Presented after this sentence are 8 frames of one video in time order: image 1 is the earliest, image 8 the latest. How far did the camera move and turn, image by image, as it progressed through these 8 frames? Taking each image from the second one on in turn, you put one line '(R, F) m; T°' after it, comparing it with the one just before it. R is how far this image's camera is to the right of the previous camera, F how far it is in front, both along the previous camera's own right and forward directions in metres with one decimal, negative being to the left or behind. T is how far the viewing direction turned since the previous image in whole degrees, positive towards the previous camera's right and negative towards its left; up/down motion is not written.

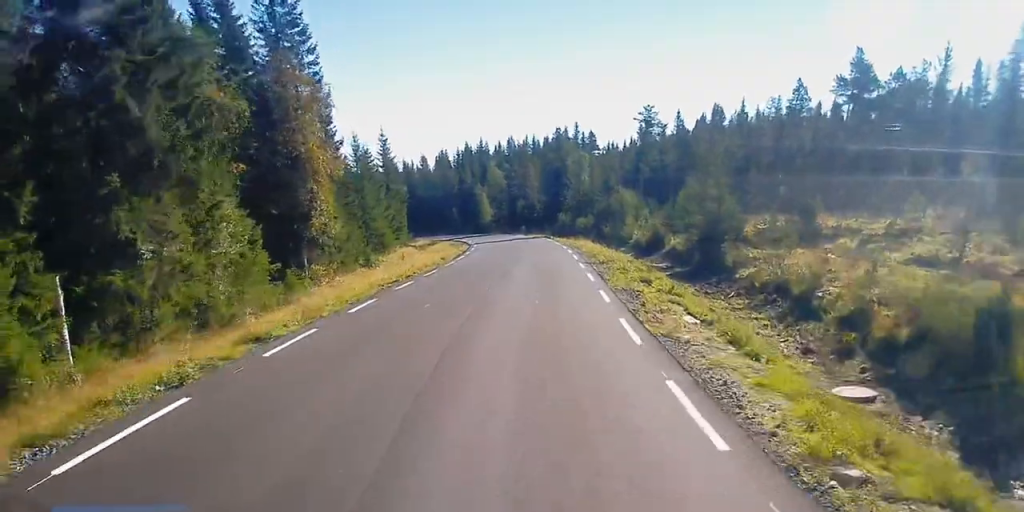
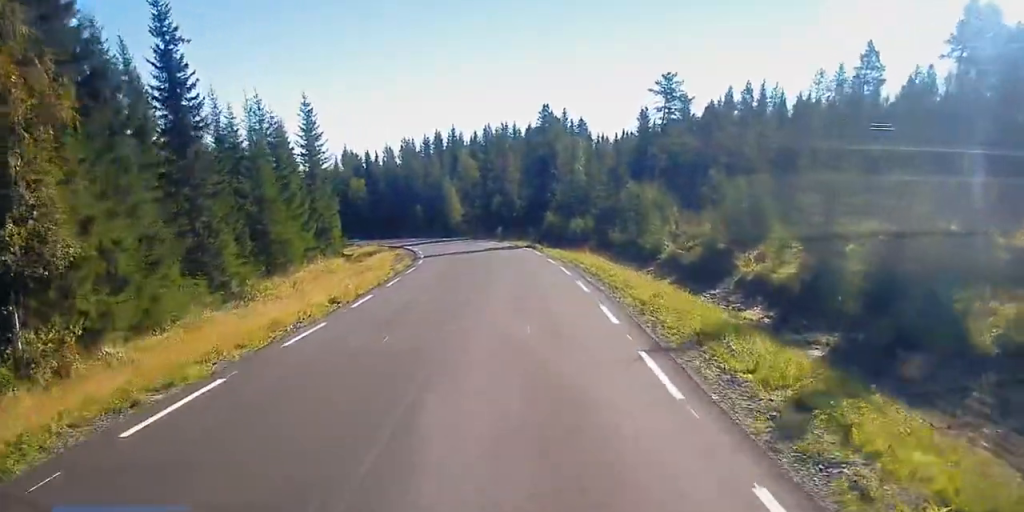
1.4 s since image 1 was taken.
(+0.1, +22.1) m; 0°
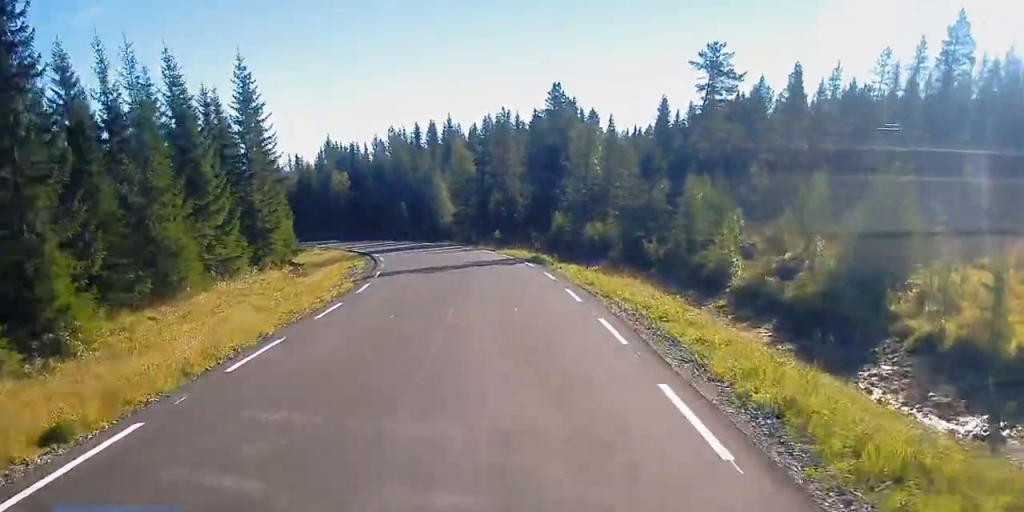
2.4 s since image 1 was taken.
(0.0, +14.2) m; 0°
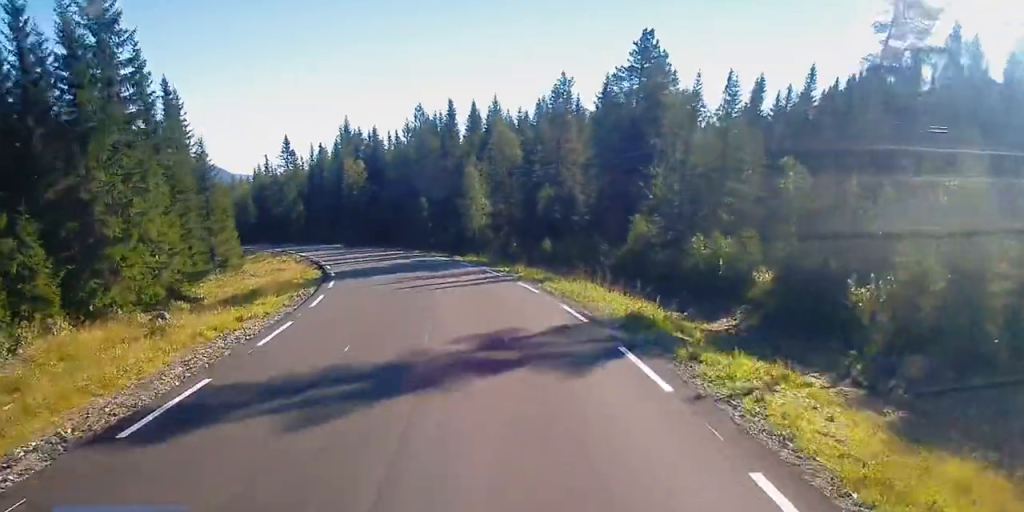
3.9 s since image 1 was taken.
(-0.4, +21.4) m; -5°
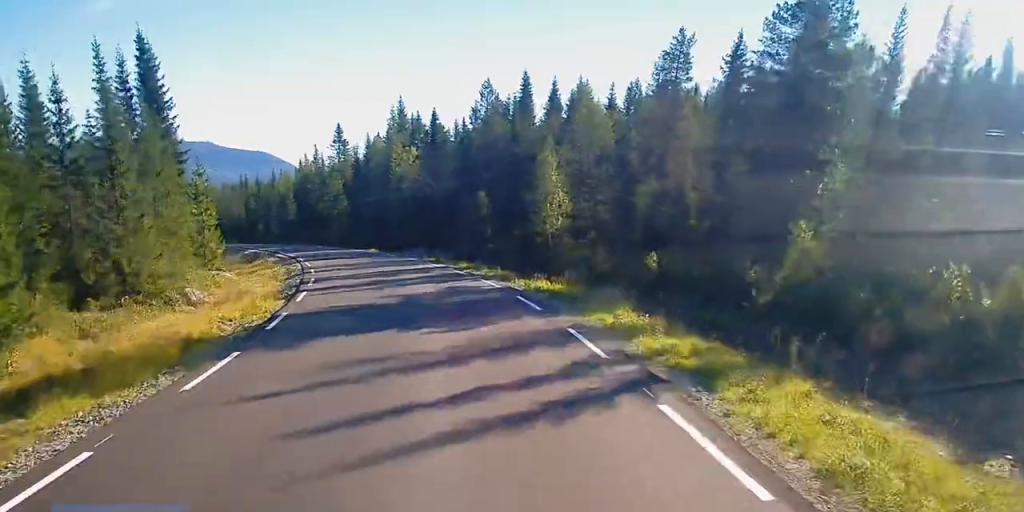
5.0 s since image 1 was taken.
(-0.7, +15.6) m; -4°
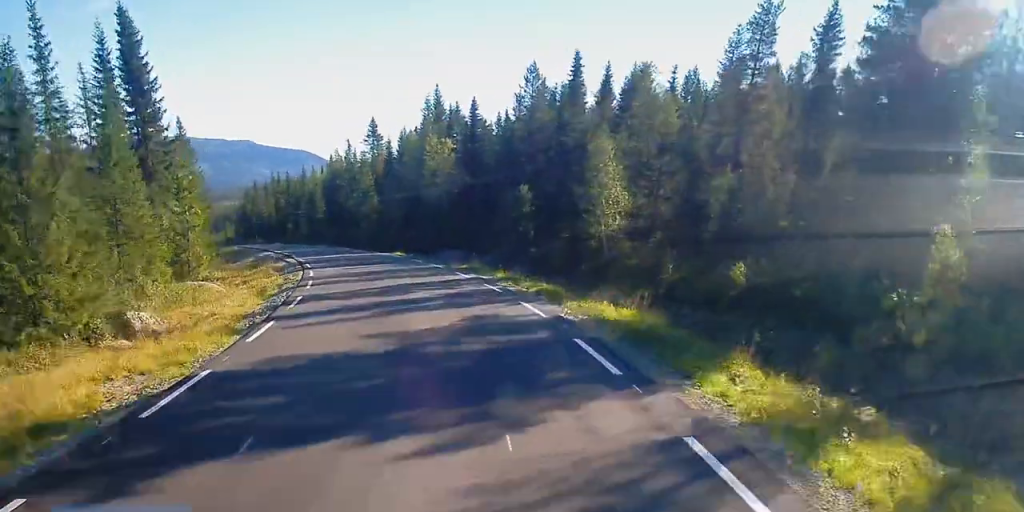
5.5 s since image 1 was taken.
(+0.1, +7.3) m; -3°
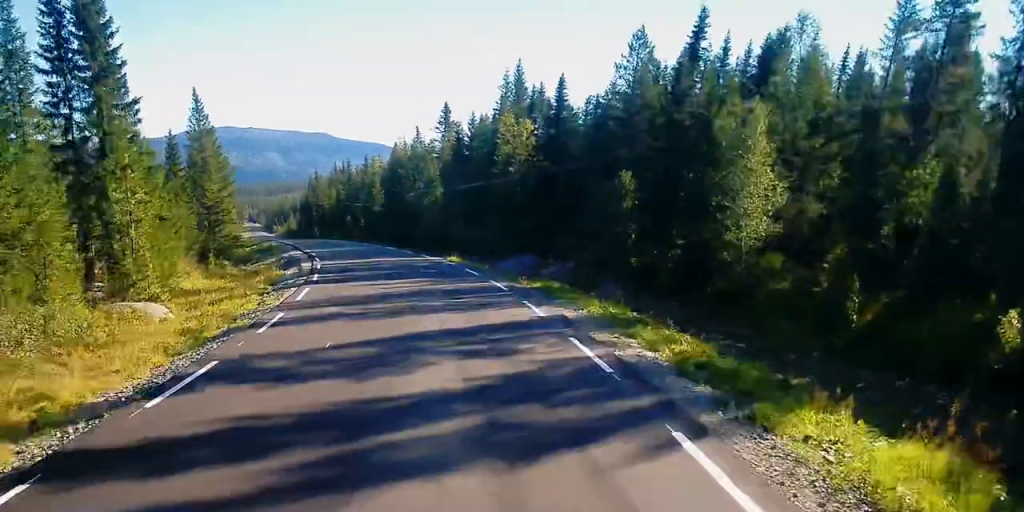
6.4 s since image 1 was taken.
(-0.7, +11.8) m; -4°
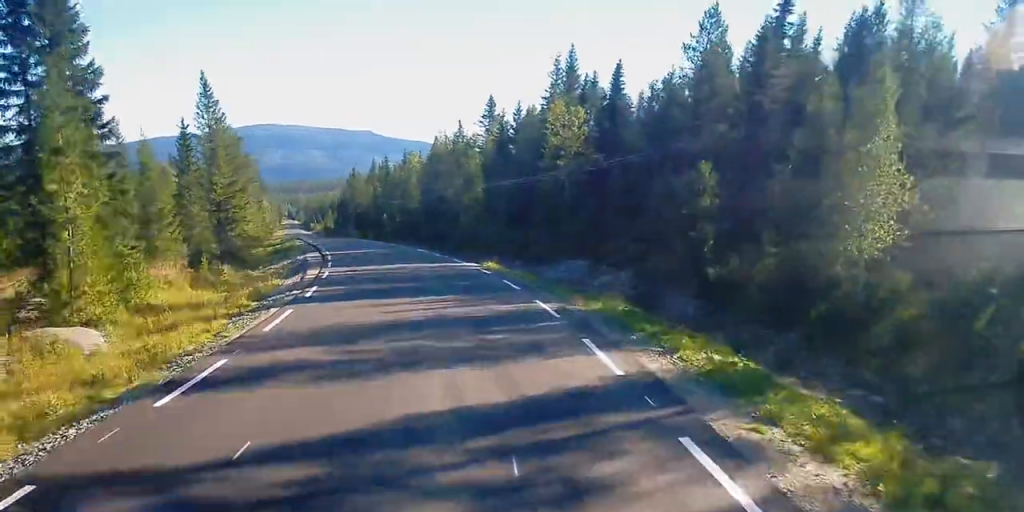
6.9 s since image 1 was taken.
(-0.2, +6.2) m; -2°
